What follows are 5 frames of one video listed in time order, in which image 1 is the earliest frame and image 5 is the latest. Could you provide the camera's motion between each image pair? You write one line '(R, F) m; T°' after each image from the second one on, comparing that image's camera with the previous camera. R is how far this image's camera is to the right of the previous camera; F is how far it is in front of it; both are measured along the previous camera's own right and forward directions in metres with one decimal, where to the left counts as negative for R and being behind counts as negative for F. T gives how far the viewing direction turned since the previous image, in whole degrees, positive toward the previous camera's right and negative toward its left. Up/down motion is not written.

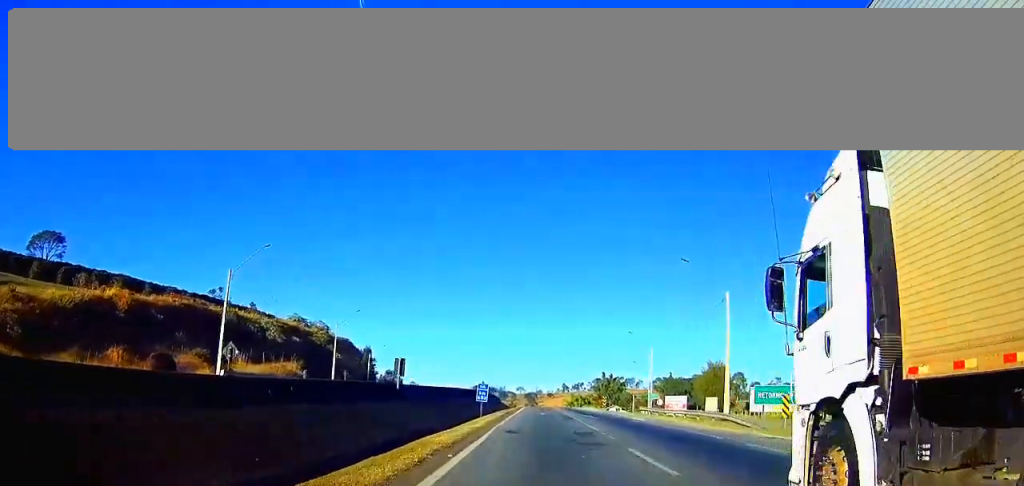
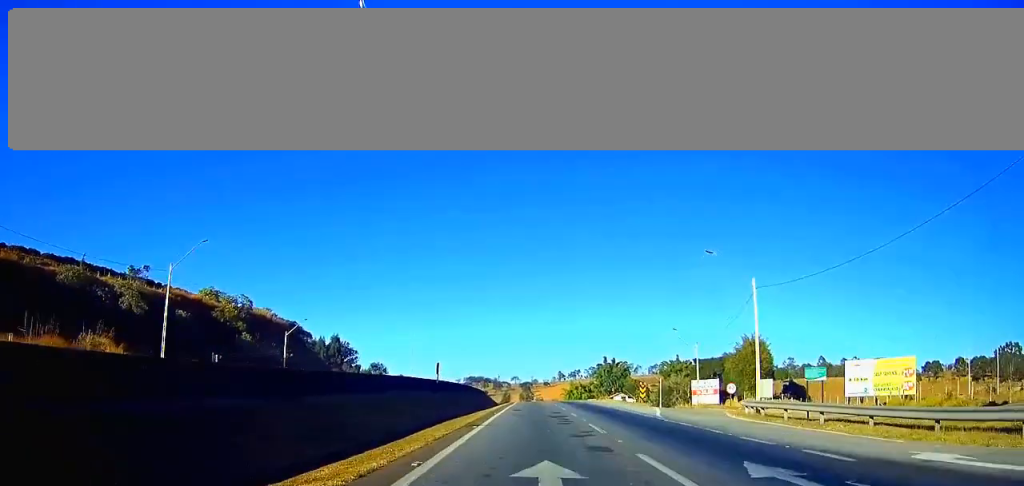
(+0.2, +39.4) m; +1°
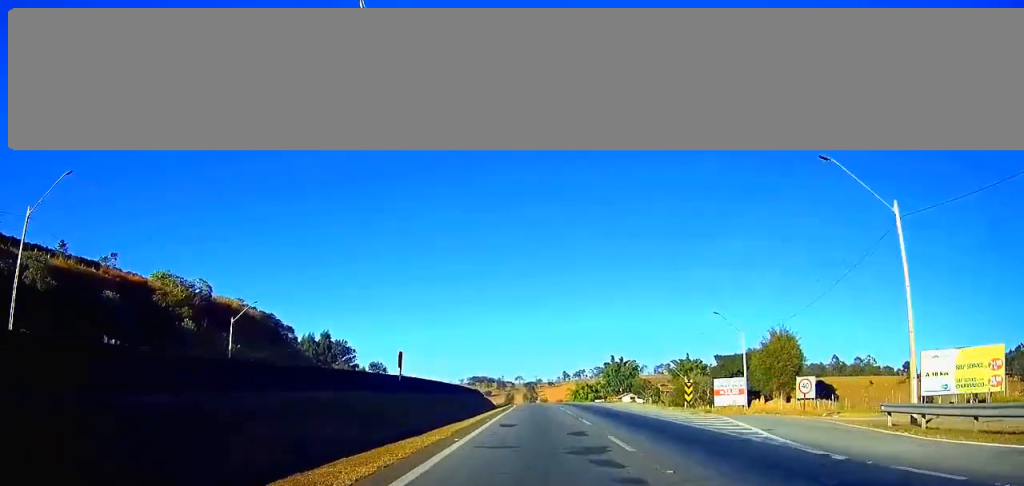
(0.0, +17.1) m; 0°
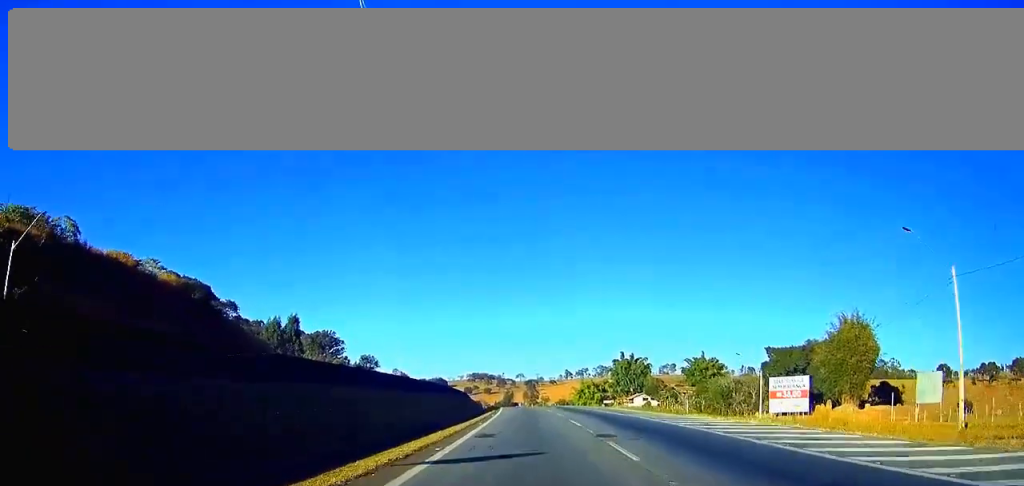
(-0.2, +35.0) m; -1°
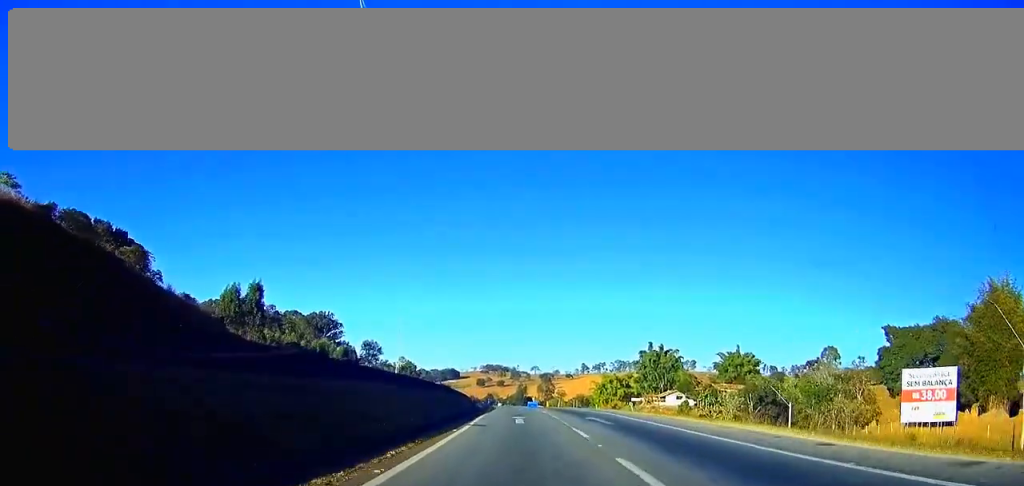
(-0.3, +40.5) m; -1°
